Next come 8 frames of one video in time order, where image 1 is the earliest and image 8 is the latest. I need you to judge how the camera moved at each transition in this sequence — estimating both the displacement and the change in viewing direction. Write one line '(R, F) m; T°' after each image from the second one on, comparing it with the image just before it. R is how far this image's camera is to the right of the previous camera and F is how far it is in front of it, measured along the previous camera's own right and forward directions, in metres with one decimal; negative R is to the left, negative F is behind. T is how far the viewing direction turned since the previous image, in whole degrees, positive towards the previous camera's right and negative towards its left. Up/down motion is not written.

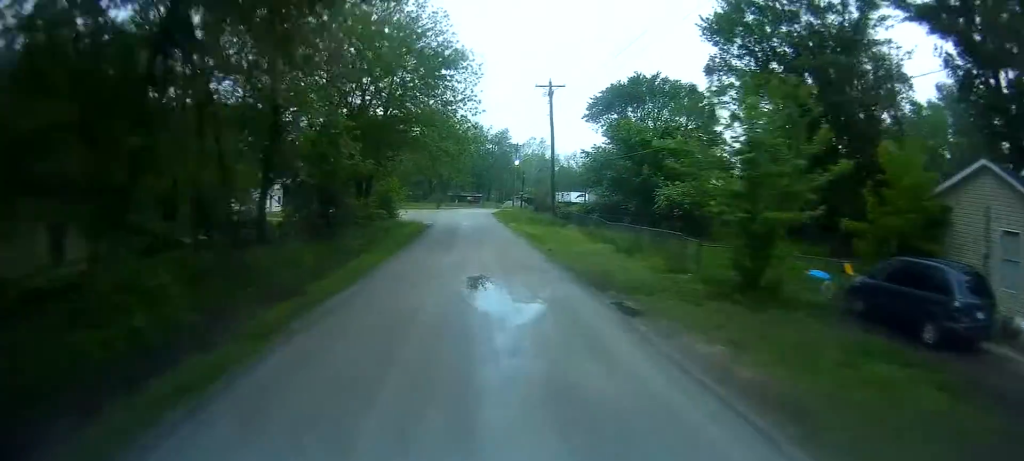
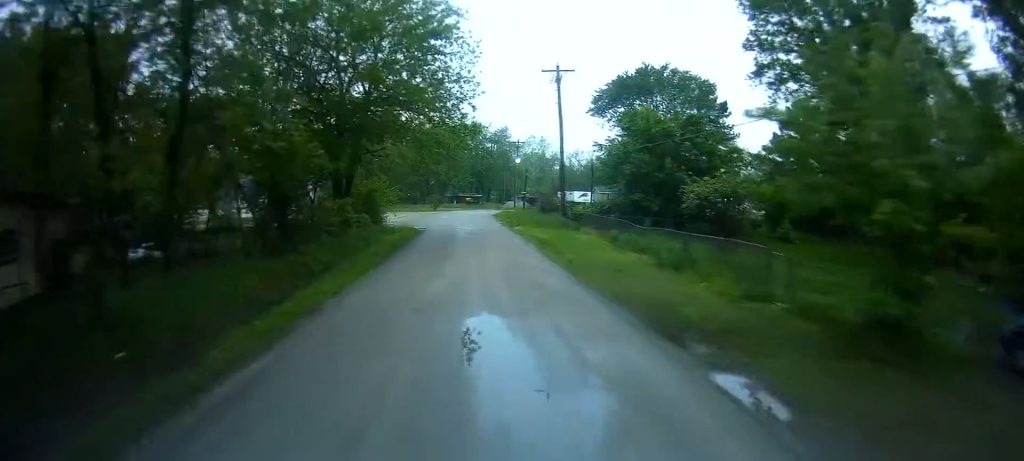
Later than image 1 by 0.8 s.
(-0.4, +5.1) m; -1°
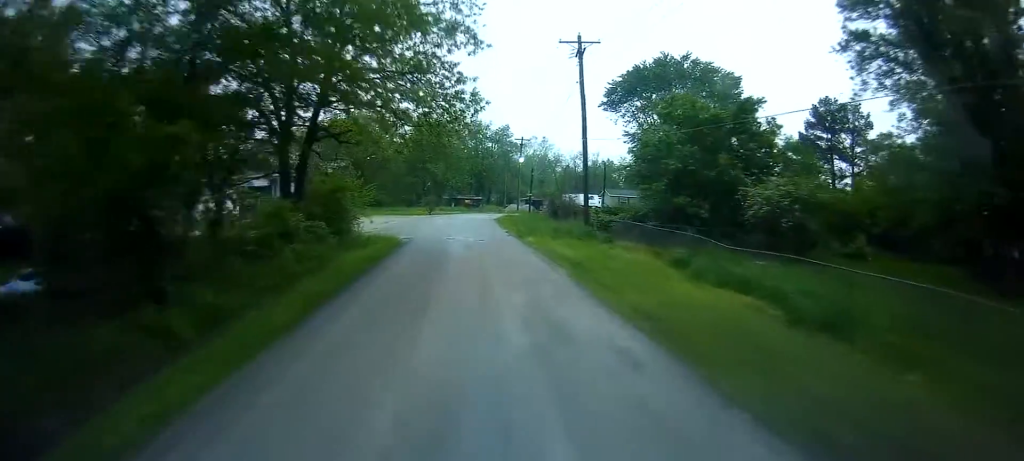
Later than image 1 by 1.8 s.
(+0.3, +7.7) m; -4°
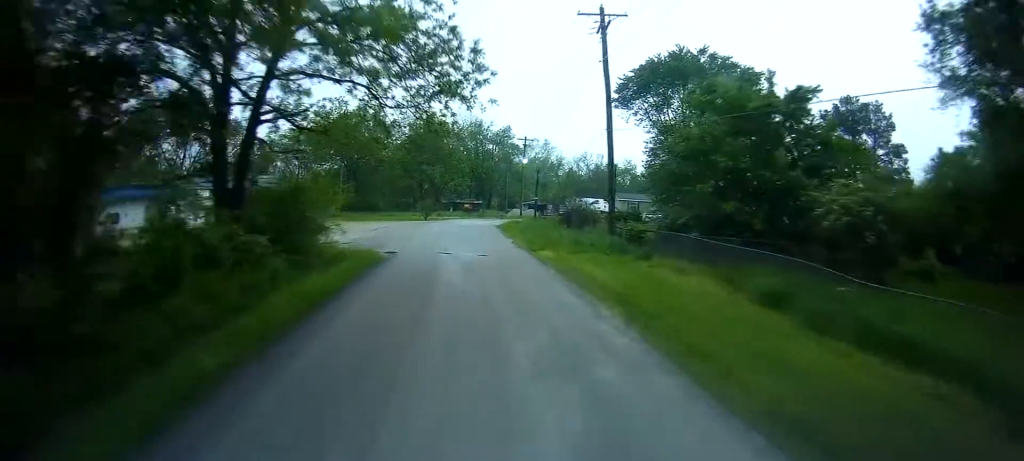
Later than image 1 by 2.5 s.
(-0.8, +5.5) m; -2°
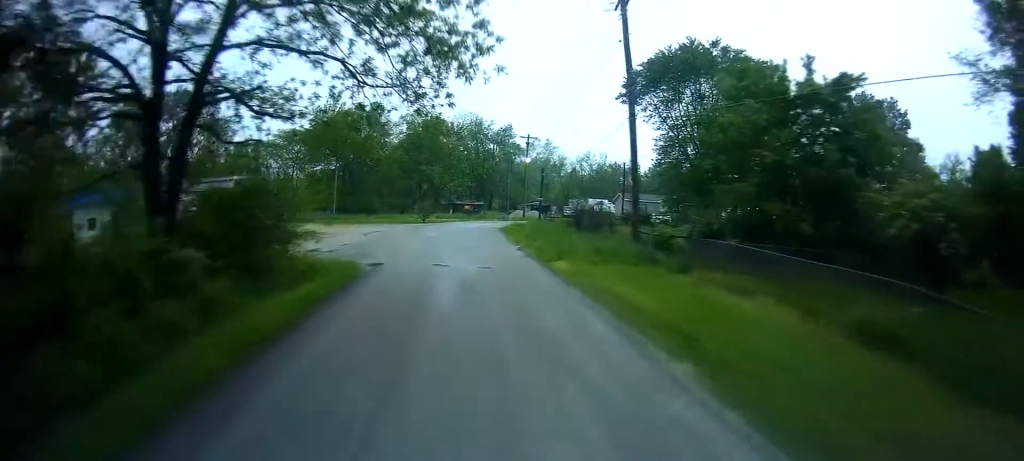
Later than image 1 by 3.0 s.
(+0.2, +3.5) m; +1°
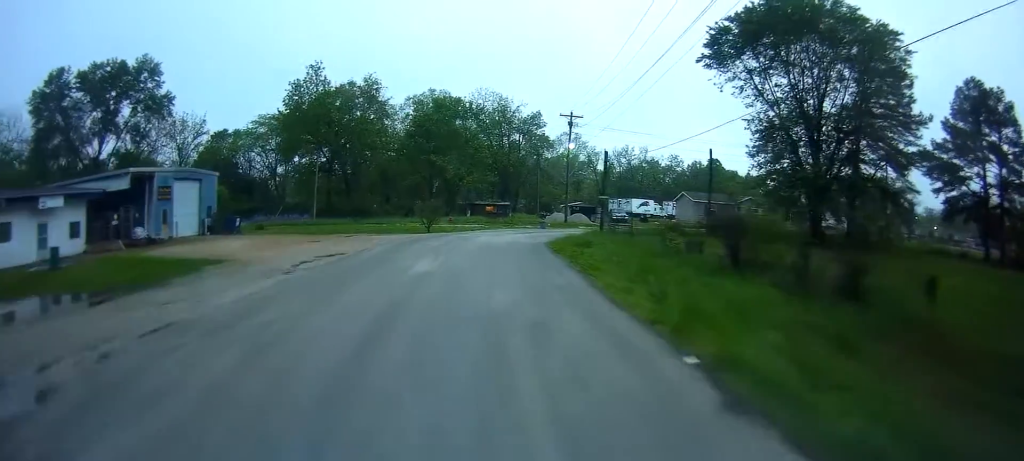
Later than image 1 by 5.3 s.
(+0.9, +20.5) m; +10°
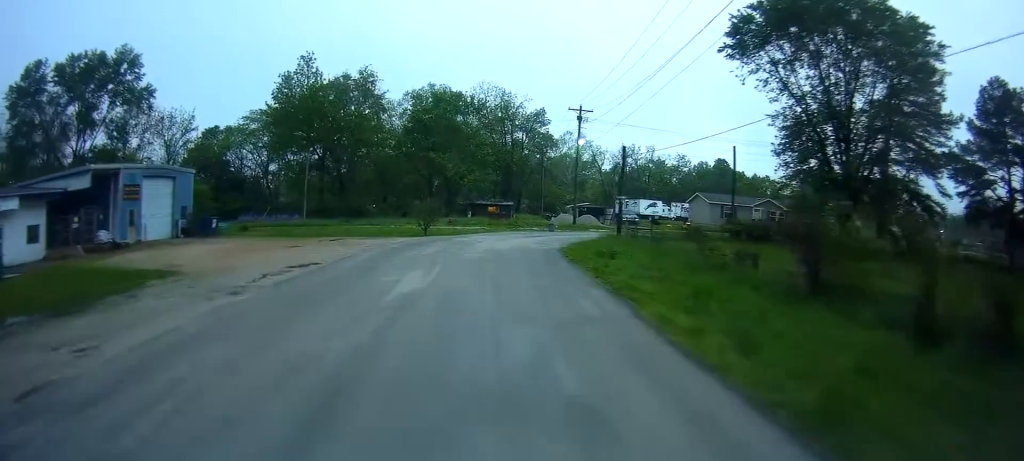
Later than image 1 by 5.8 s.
(+0.1, +4.7) m; +4°
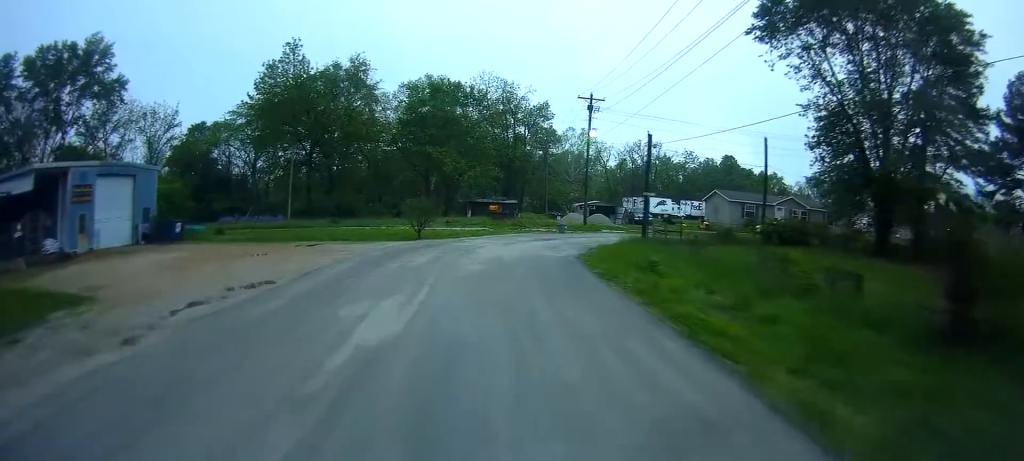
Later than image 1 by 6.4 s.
(+1.0, +6.0) m; +1°
